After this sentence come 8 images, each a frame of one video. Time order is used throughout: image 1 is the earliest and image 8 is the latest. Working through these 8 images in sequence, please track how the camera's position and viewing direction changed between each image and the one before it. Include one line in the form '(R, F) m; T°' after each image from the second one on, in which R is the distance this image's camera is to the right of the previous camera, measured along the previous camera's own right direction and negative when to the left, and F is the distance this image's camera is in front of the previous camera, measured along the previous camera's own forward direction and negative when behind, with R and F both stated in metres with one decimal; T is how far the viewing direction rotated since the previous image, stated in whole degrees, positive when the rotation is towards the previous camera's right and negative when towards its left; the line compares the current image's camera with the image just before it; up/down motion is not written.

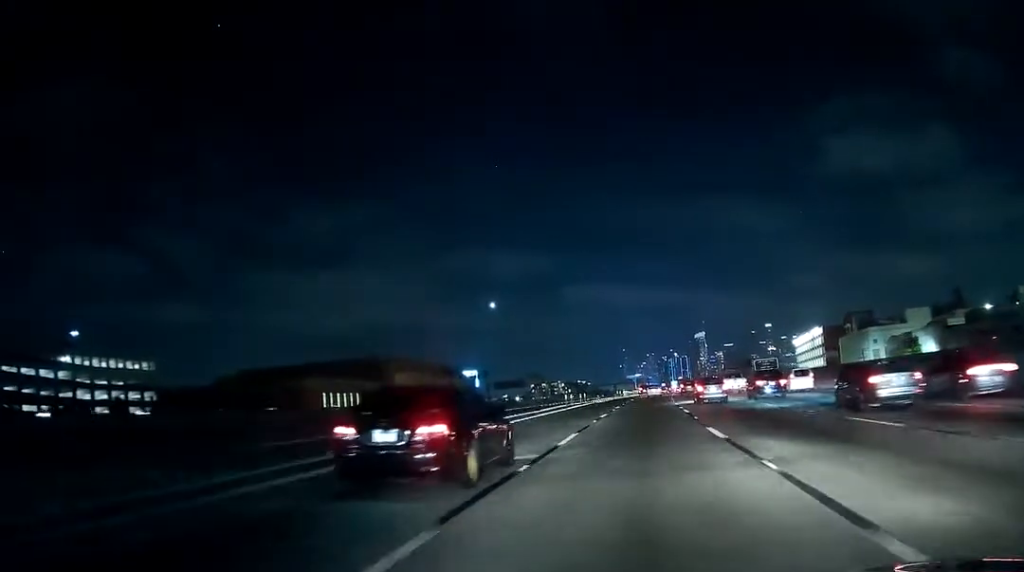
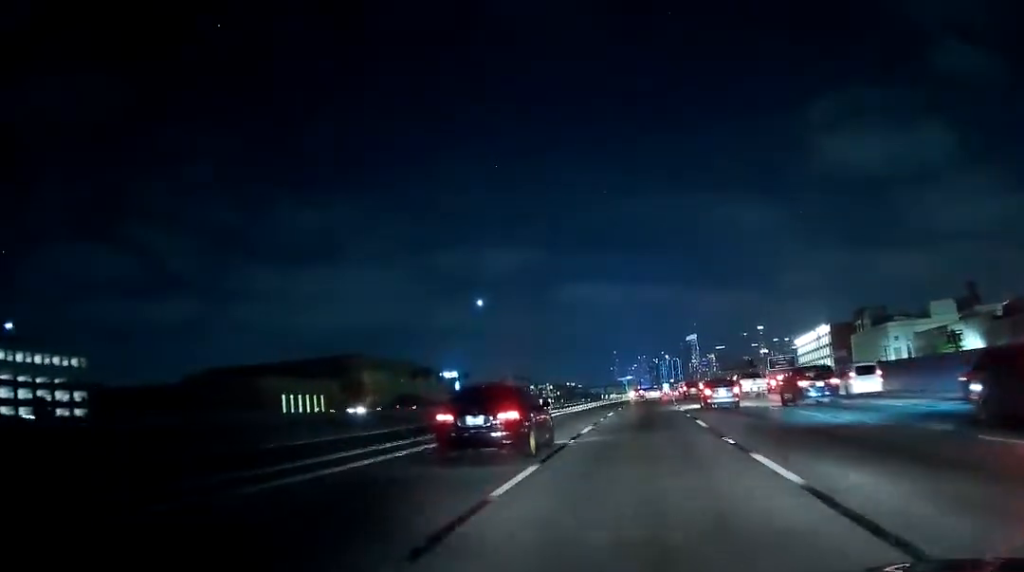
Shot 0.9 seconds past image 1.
(+0.5, +22.8) m; +1°
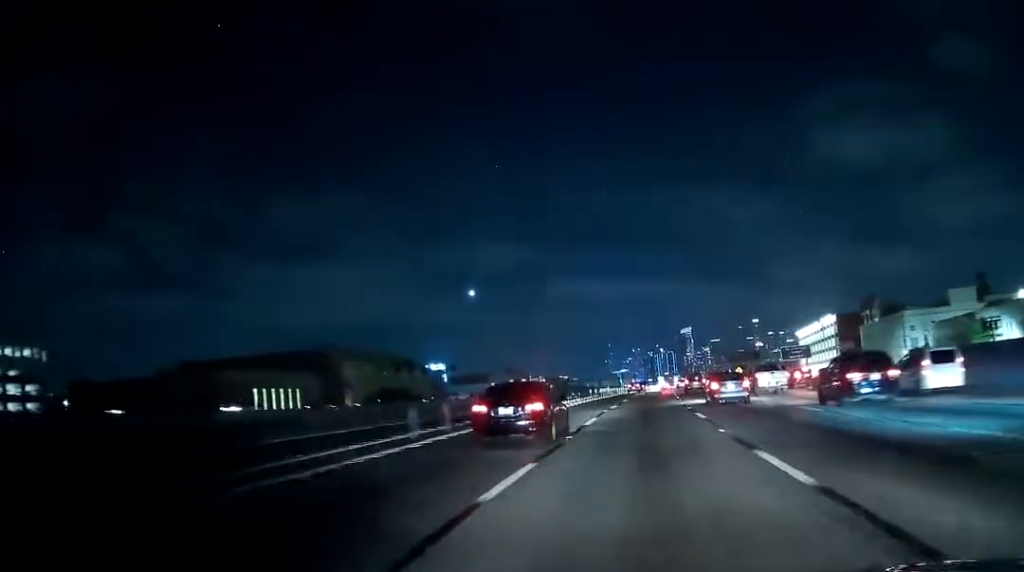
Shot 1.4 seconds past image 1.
(+0.1, +13.4) m; 0°
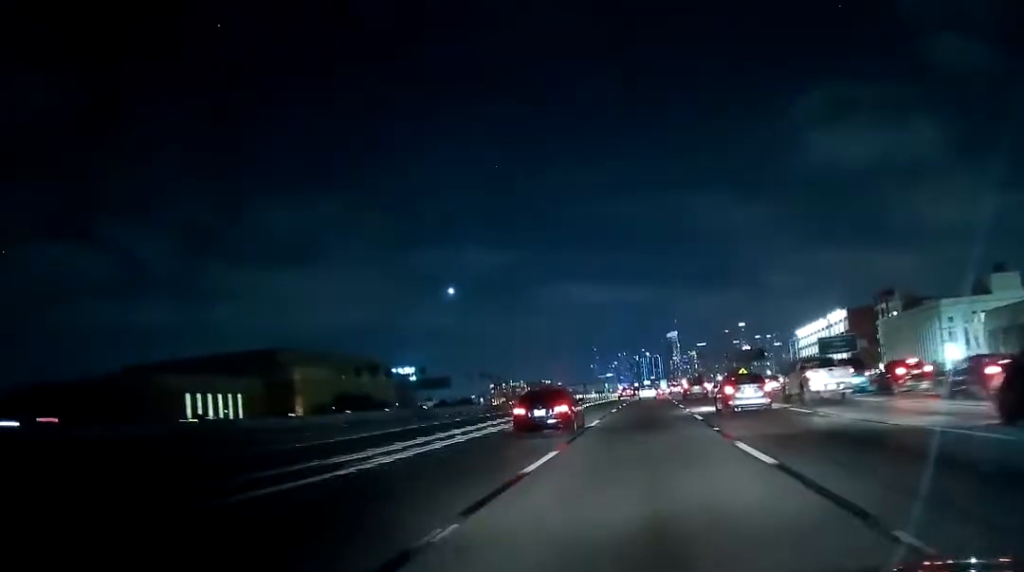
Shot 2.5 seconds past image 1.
(-0.1, +27.3) m; 0°
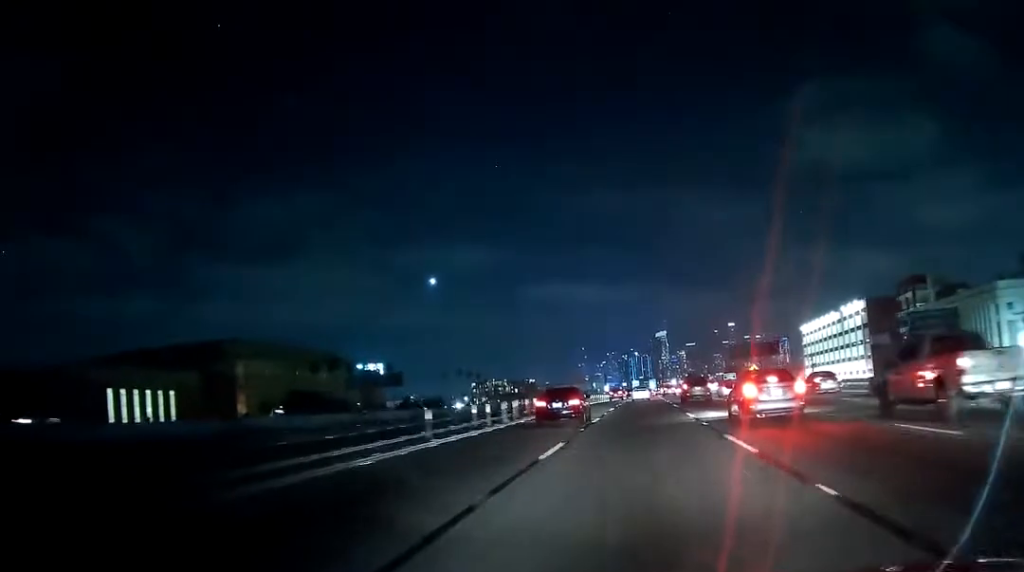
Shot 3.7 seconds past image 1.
(+0.2, +27.2) m; +1°
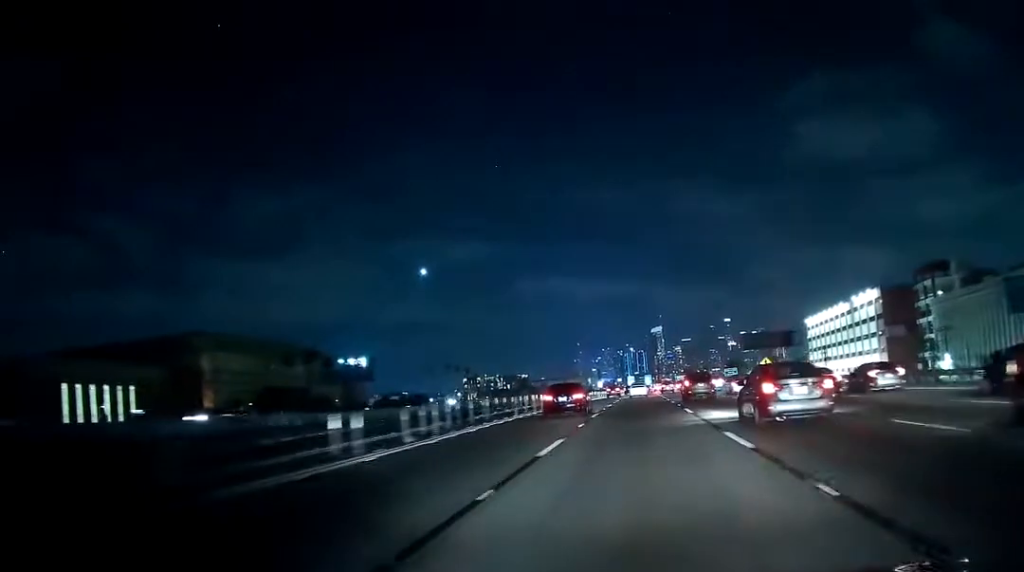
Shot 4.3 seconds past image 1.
(+0.1, +14.8) m; 0°
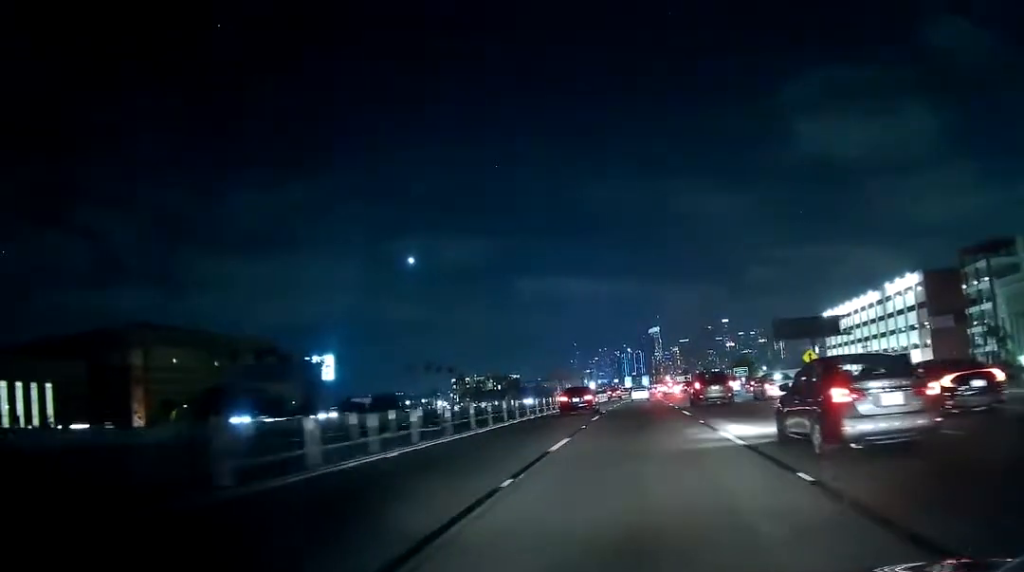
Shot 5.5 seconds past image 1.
(-0.1, +28.0) m; 0°
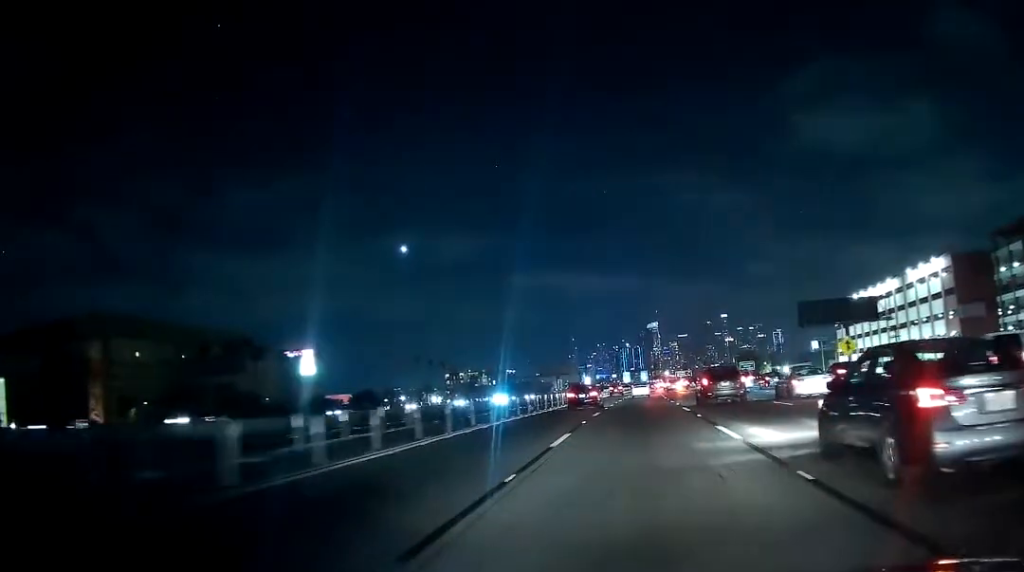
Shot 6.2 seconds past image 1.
(-0.2, +14.1) m; +1°
